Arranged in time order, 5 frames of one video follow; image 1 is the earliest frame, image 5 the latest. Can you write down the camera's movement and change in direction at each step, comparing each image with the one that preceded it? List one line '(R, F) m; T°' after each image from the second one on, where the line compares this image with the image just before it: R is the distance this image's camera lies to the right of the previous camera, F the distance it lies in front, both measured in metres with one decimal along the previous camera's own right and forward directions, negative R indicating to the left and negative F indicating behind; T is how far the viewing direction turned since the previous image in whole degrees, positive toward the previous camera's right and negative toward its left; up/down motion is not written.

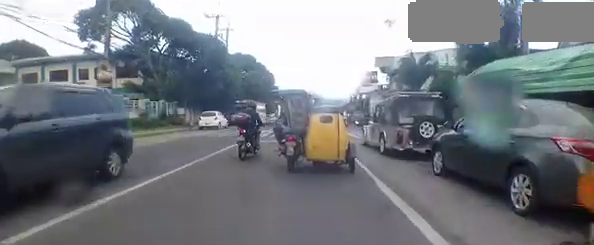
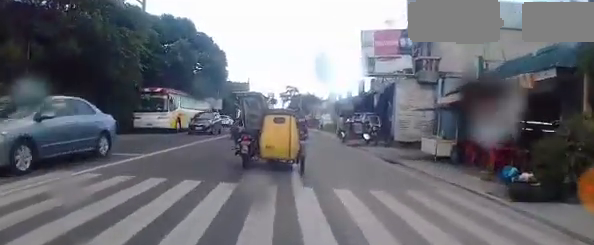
(+2.1, +17.4) m; +9°
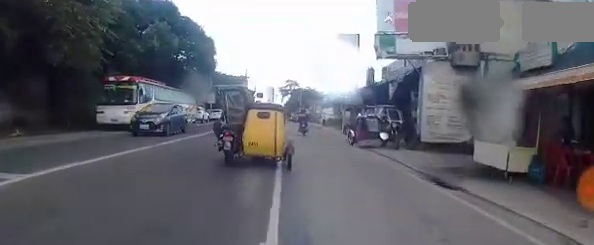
(+0.1, +4.3) m; -2°
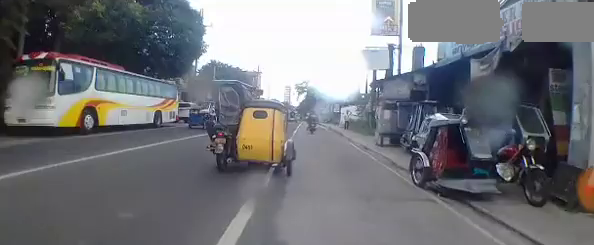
(-0.4, +7.4) m; -1°
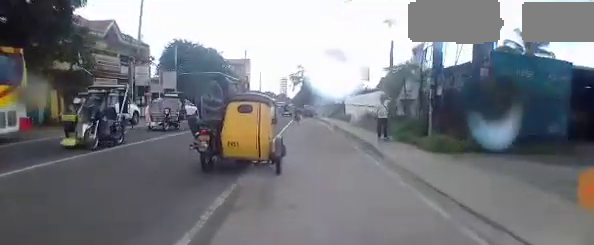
(+0.4, +12.7) m; +2°
